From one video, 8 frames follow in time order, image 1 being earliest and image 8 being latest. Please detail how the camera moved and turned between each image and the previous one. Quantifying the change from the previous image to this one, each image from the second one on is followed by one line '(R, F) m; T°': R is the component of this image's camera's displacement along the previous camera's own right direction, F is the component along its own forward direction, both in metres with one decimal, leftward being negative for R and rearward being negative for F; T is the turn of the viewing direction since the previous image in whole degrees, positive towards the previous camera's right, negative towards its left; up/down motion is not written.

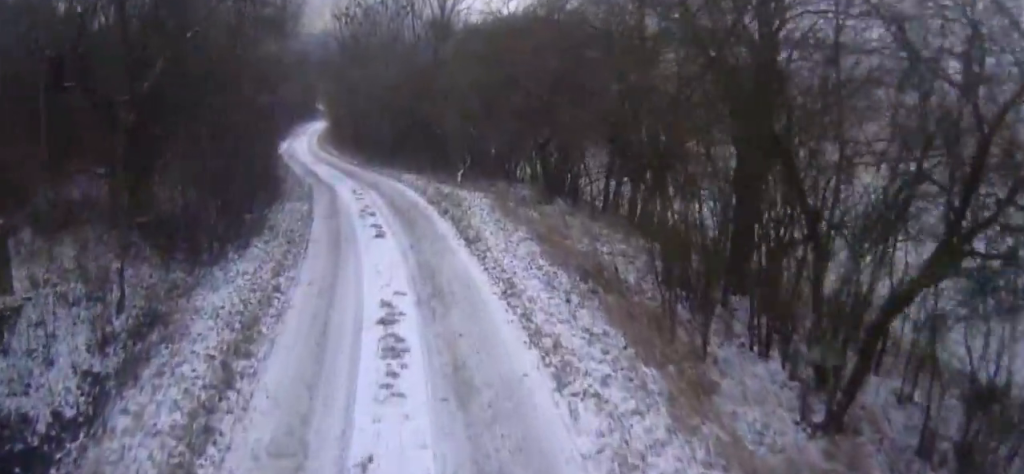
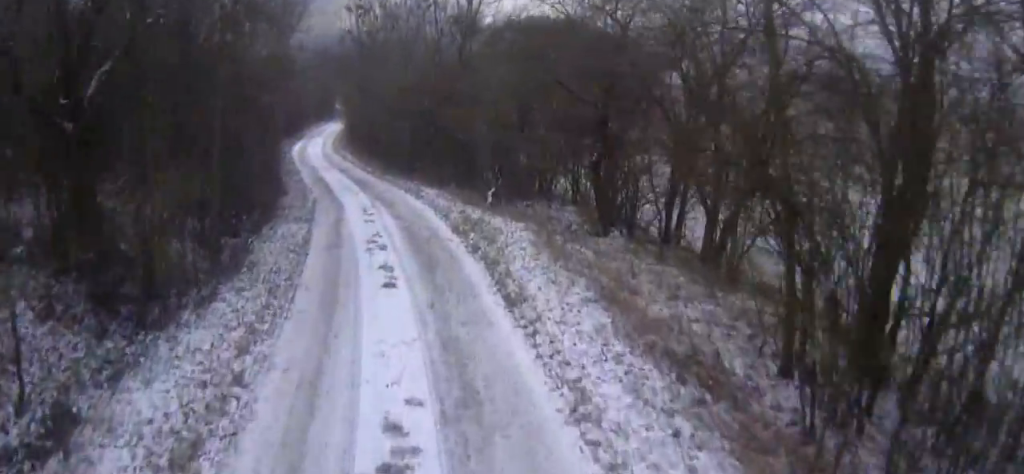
(0.0, +3.5) m; 0°
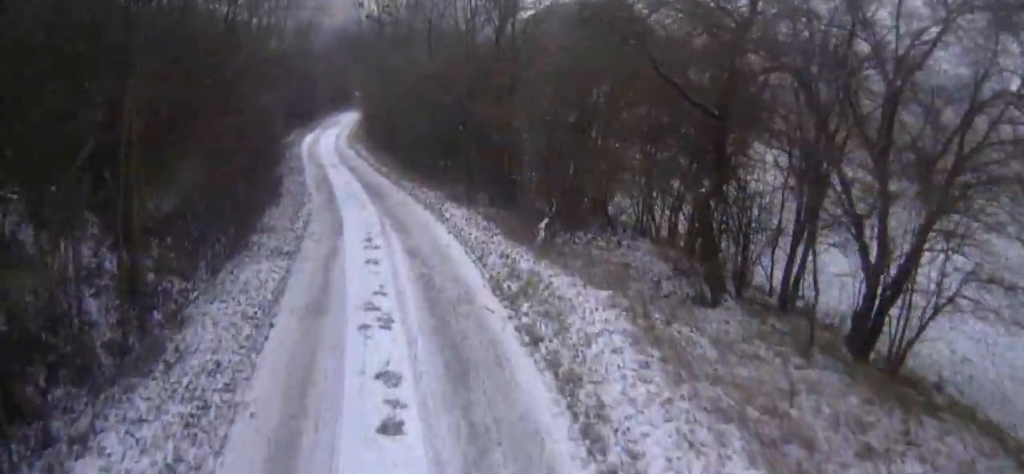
(0.0, +4.9) m; 0°
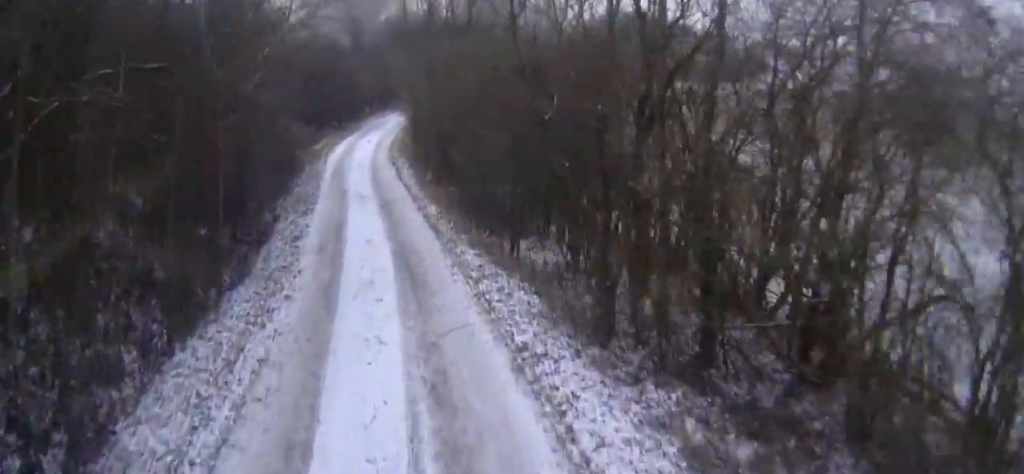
(+0.3, +10.4) m; 0°
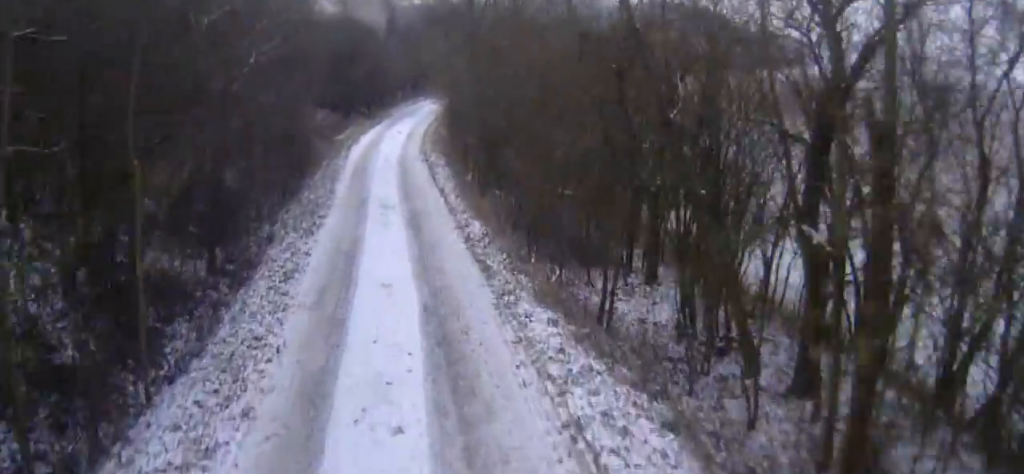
(+0.5, +4.9) m; -3°
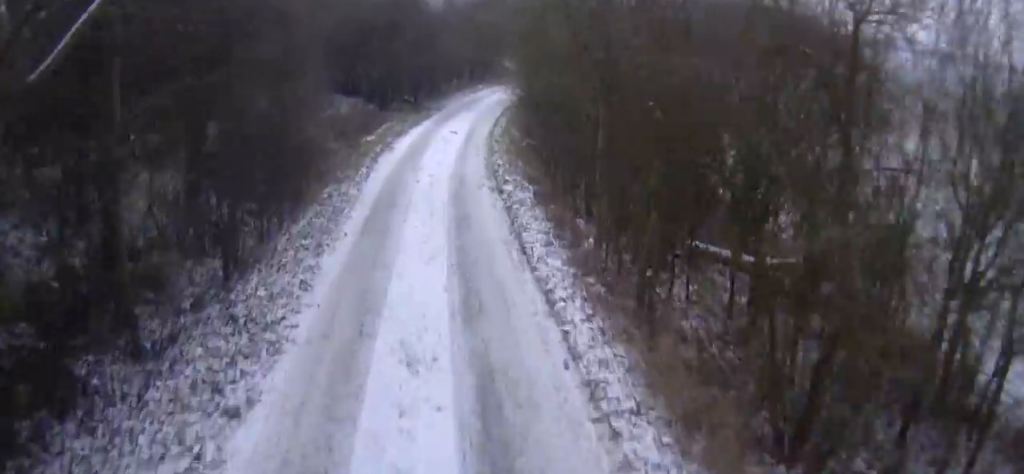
(-1.6, +12.1) m; -7°
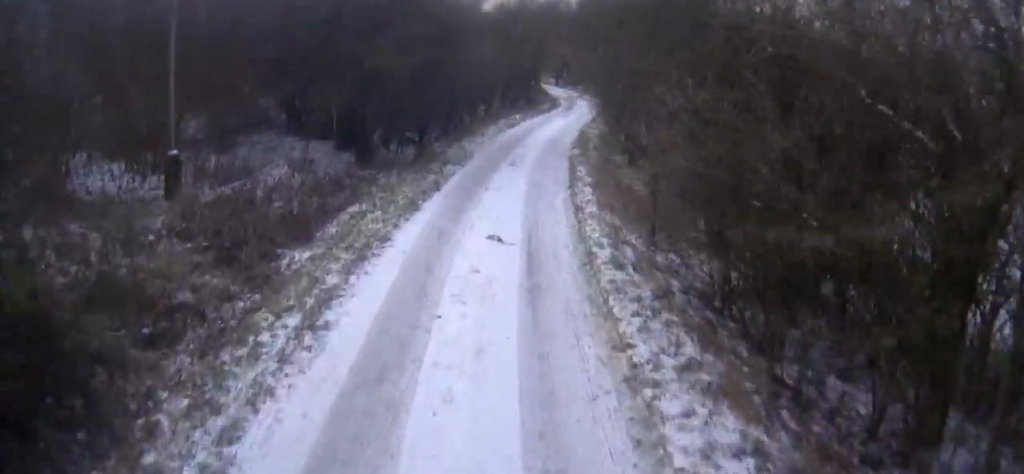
(+0.3, +16.9) m; +2°
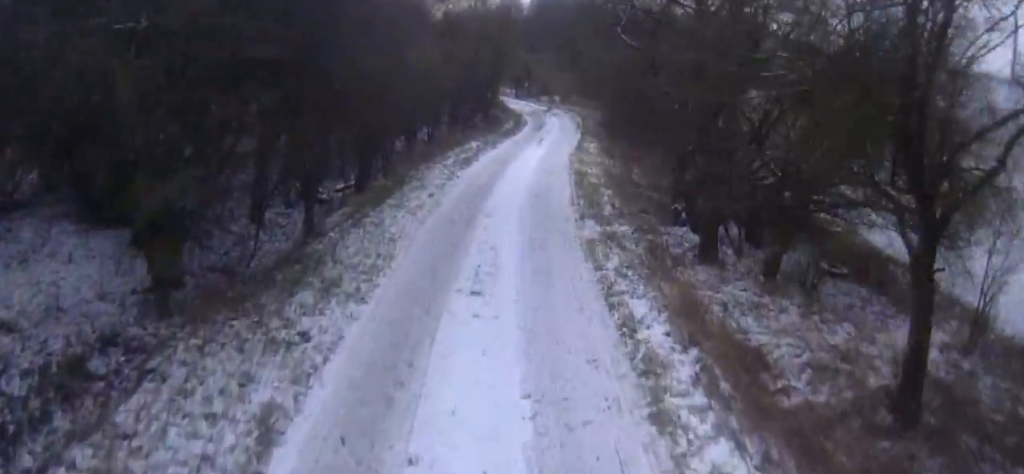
(+0.2, +11.1) m; +1°
